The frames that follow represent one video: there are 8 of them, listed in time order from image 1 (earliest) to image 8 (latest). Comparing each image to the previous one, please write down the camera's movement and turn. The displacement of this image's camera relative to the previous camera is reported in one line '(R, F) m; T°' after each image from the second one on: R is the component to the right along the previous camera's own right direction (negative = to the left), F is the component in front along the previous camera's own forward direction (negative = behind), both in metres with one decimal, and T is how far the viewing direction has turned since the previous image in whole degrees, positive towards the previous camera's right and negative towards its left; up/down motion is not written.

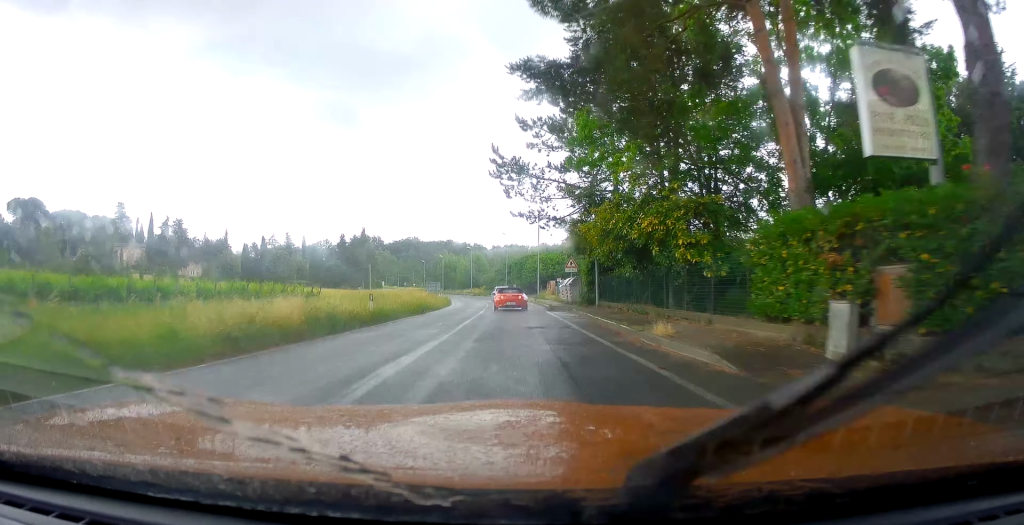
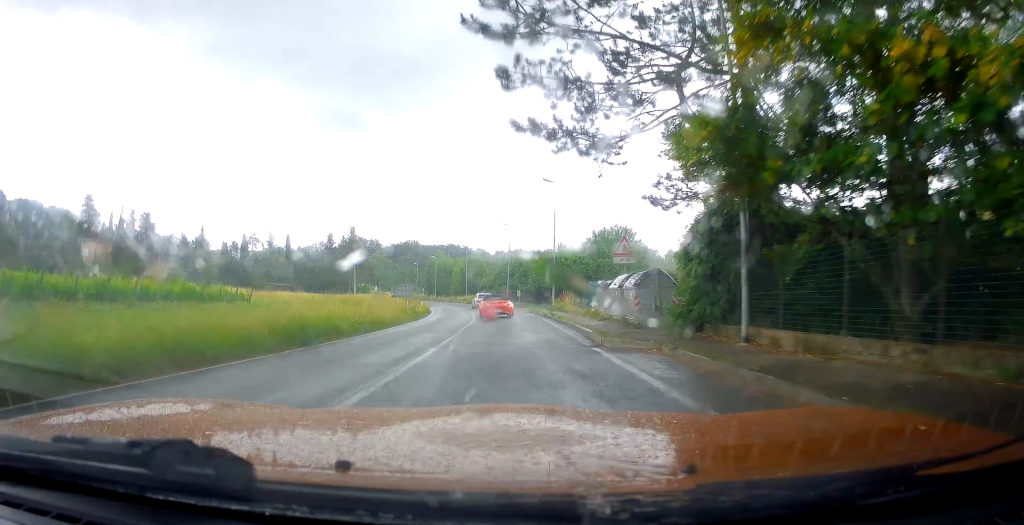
(-0.7, +17.3) m; -3°
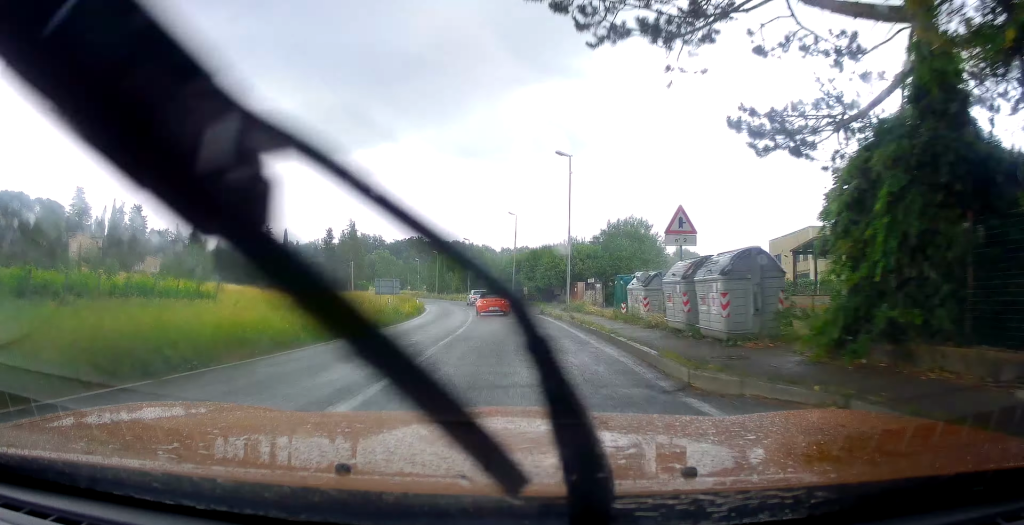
(-0.1, +6.7) m; 0°
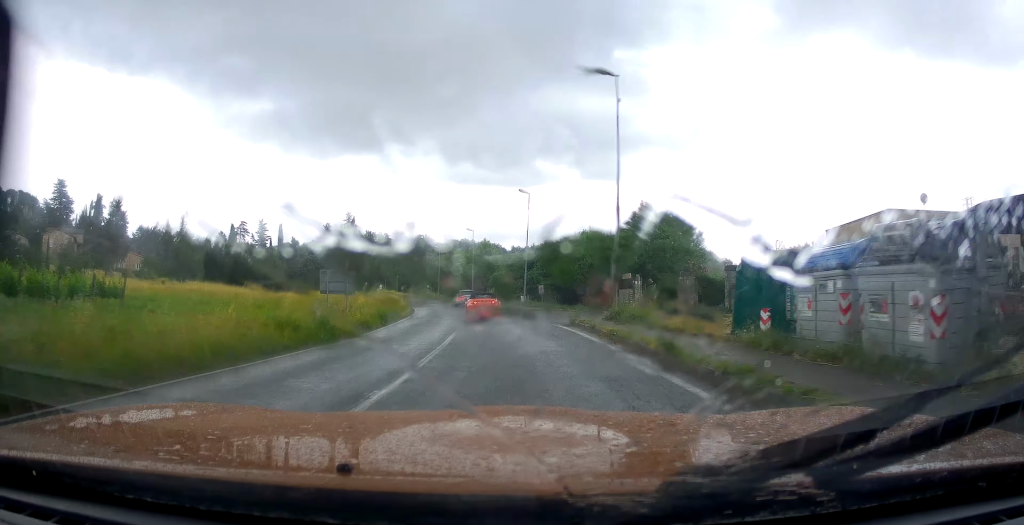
(0.0, +11.3) m; +1°
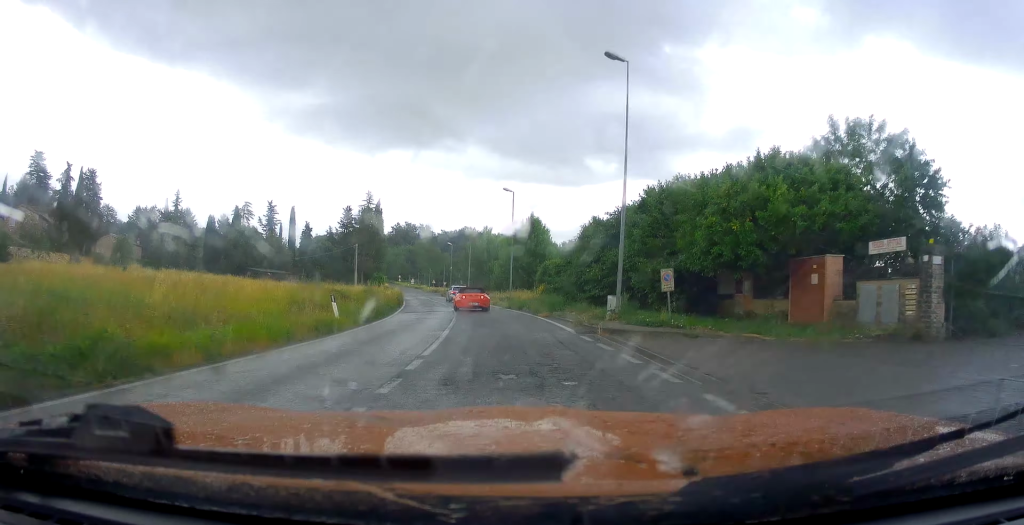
(-1.0, +25.1) m; -6°
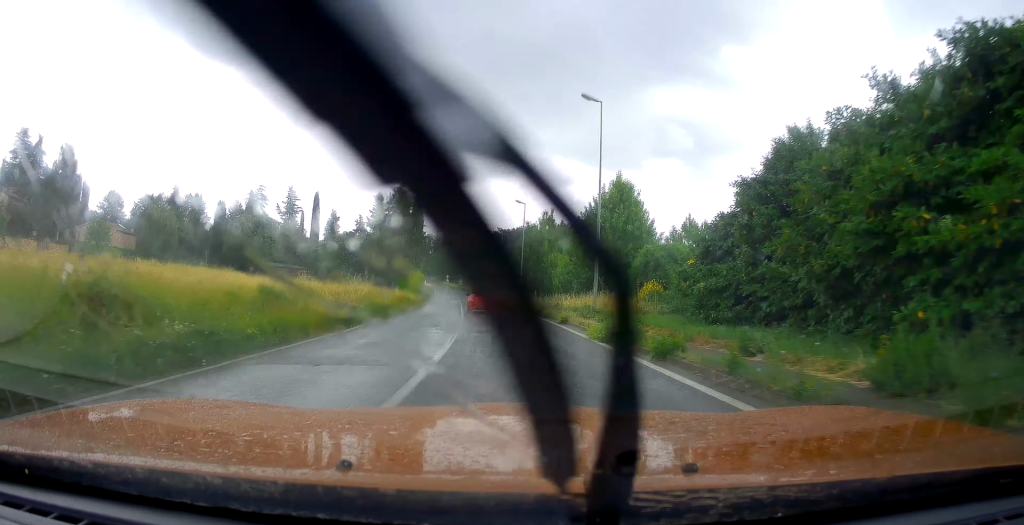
(-0.7, +22.0) m; -4°
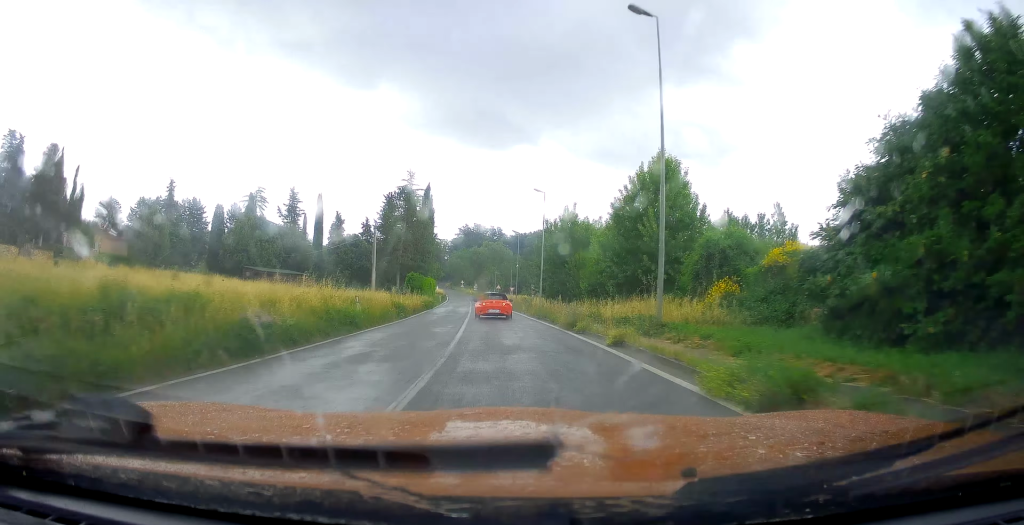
(-0.1, +7.5) m; -1°
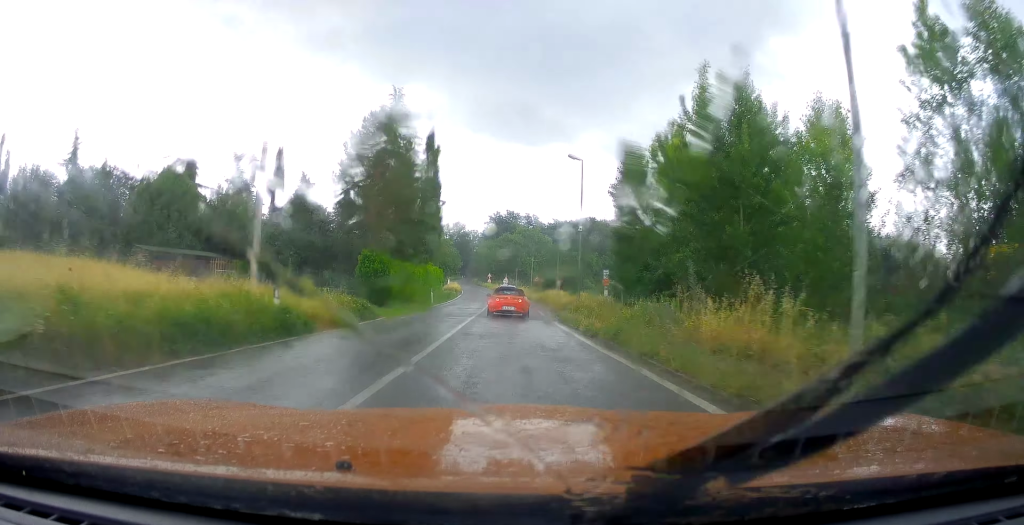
(-1.7, +34.8) m; -3°
